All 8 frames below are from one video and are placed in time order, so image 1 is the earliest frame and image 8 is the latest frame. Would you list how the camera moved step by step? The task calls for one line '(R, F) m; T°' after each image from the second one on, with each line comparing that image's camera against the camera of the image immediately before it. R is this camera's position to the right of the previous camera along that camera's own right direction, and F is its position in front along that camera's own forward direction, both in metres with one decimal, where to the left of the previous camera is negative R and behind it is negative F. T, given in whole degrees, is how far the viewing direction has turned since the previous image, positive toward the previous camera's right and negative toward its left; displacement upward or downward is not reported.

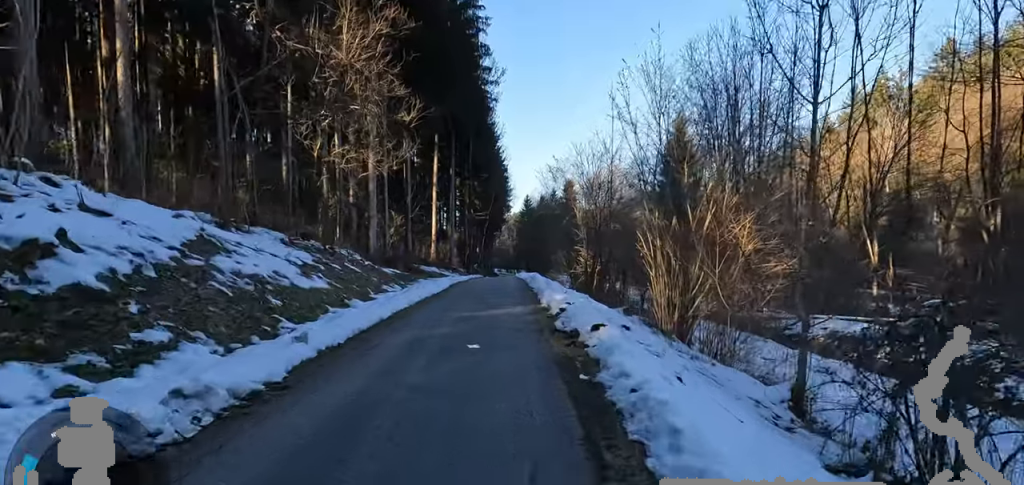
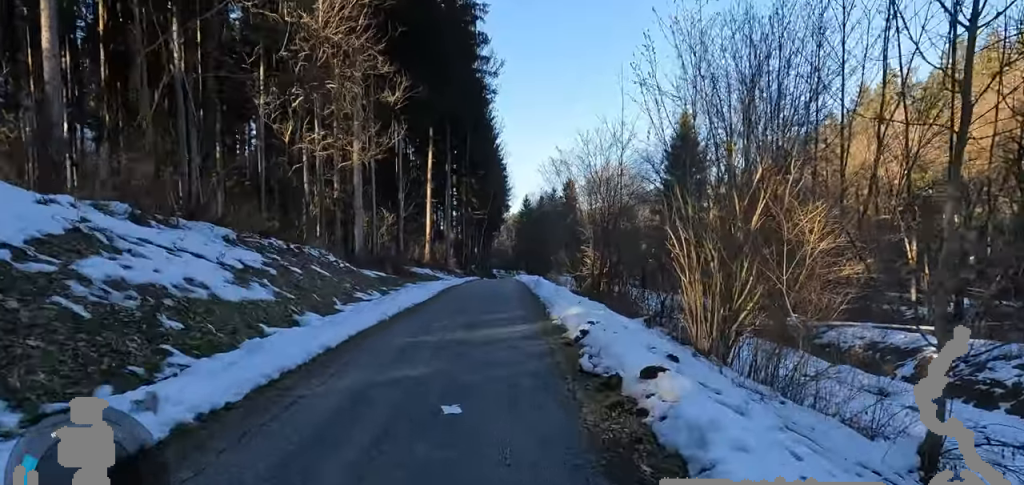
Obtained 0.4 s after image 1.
(-0.2, +2.6) m; +4°
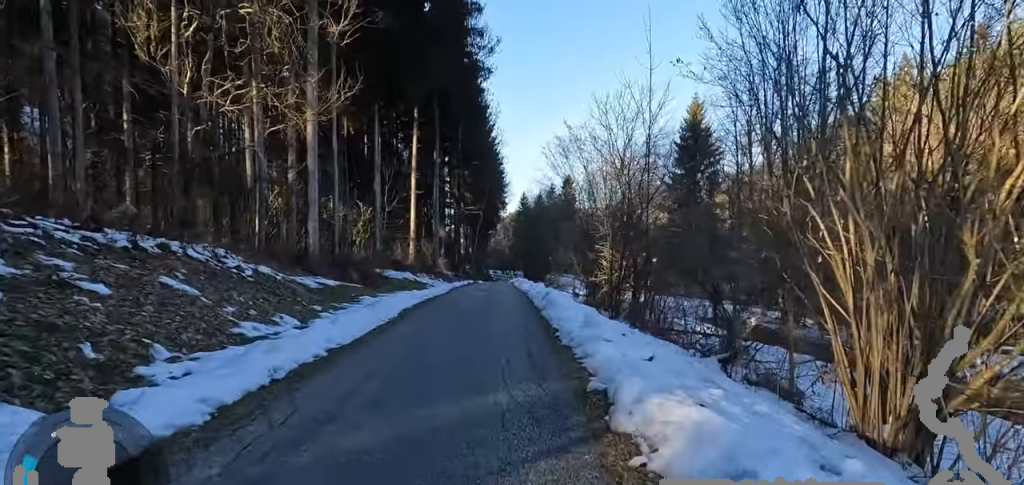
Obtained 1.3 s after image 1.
(+0.8, +5.4) m; +1°
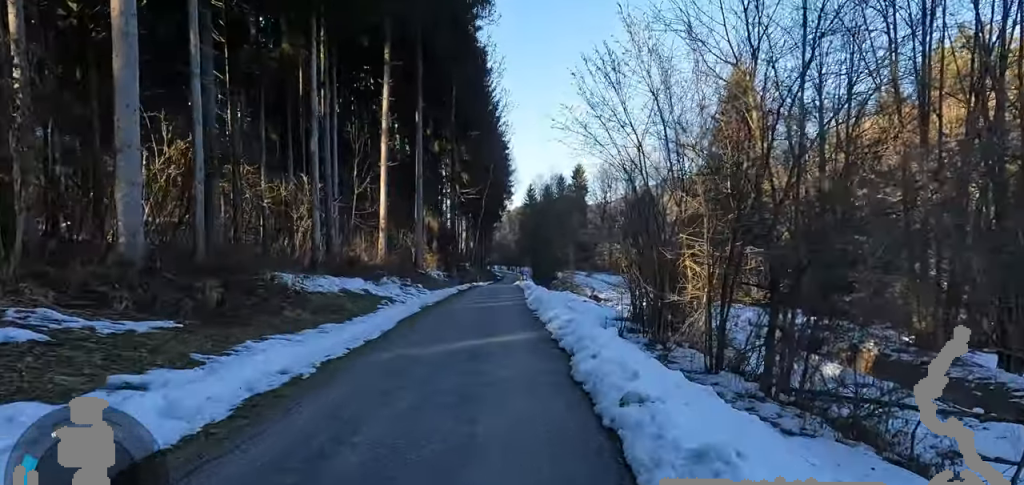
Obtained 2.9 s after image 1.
(-1.2, +9.9) m; -10°
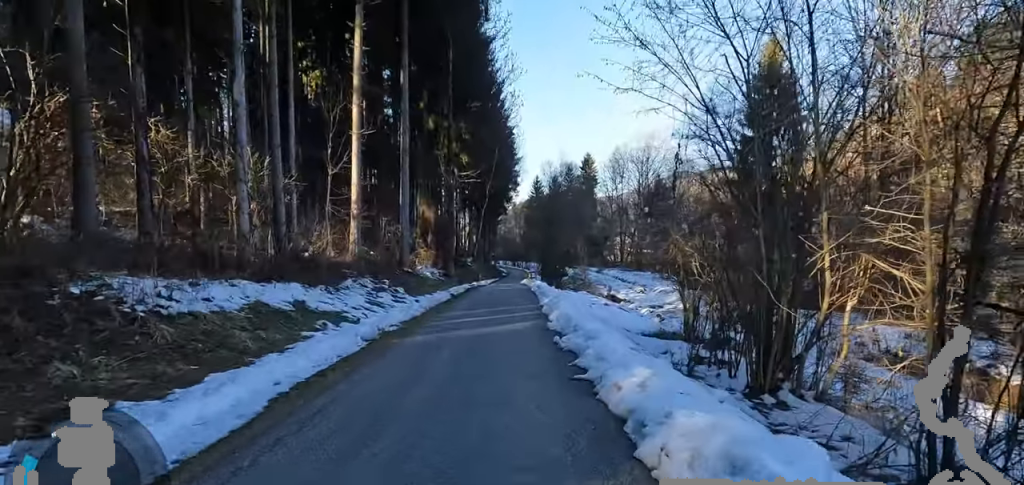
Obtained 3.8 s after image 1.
(-0.1, +5.5) m; +1°
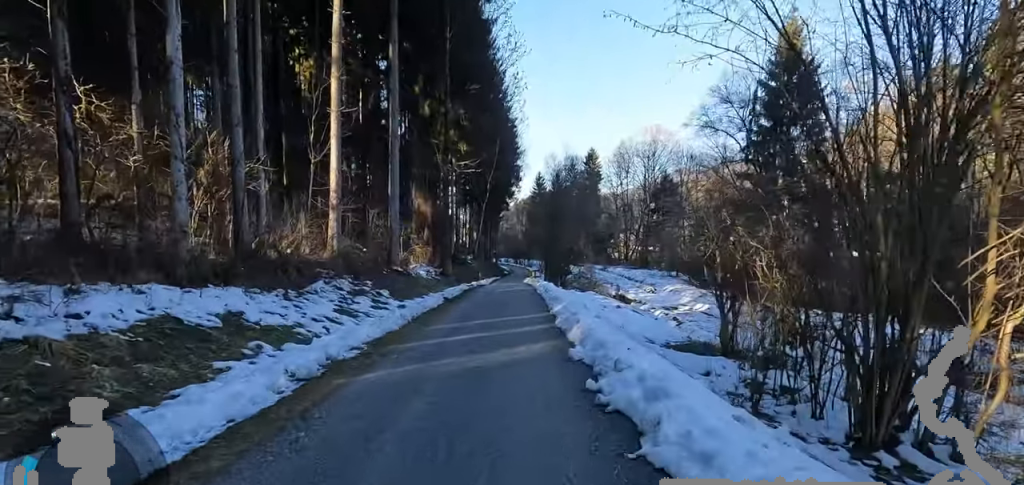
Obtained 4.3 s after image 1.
(-0.3, +2.5) m; +3°
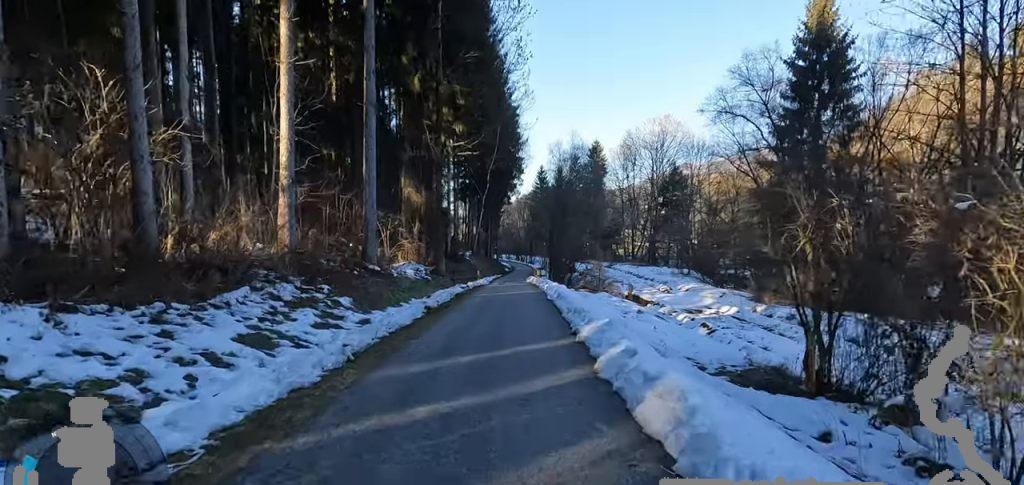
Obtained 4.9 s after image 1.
(+0.4, +3.7) m; +3°
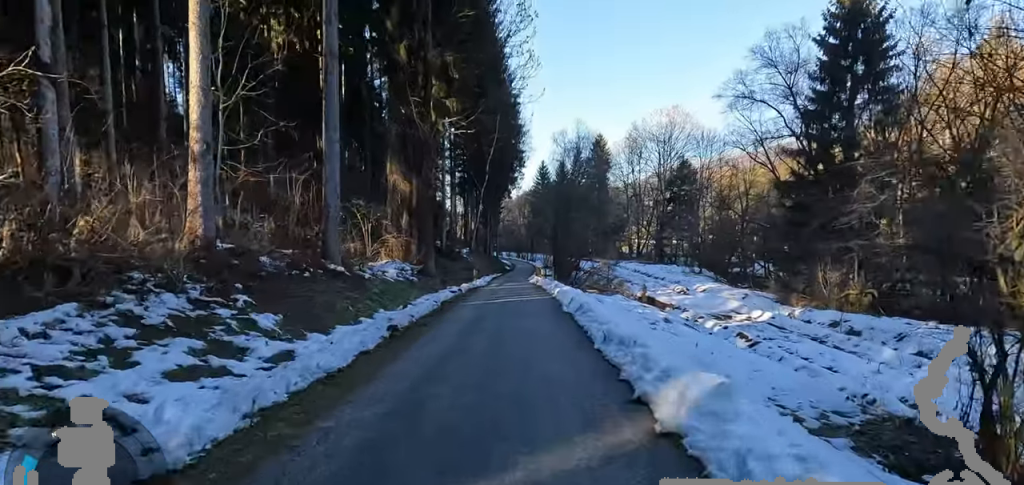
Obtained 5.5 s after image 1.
(+0.5, +3.6) m; +1°
